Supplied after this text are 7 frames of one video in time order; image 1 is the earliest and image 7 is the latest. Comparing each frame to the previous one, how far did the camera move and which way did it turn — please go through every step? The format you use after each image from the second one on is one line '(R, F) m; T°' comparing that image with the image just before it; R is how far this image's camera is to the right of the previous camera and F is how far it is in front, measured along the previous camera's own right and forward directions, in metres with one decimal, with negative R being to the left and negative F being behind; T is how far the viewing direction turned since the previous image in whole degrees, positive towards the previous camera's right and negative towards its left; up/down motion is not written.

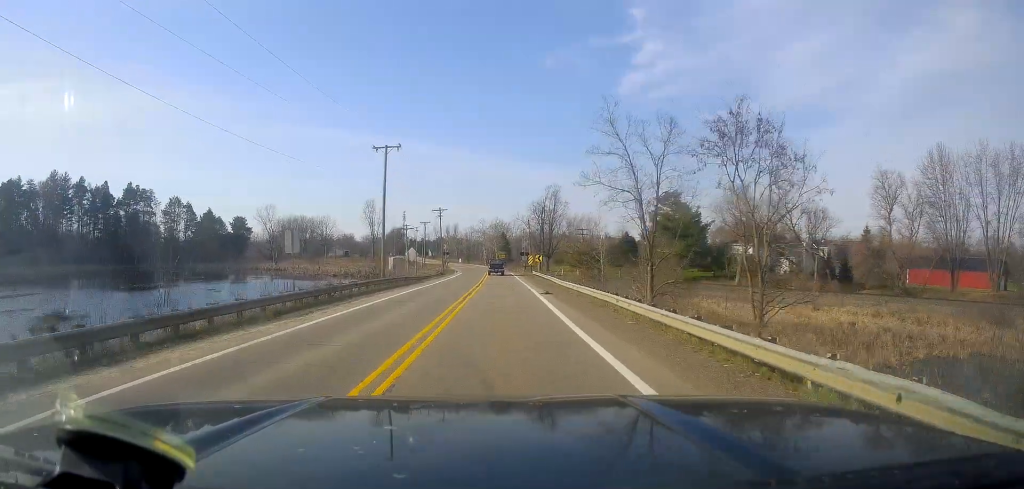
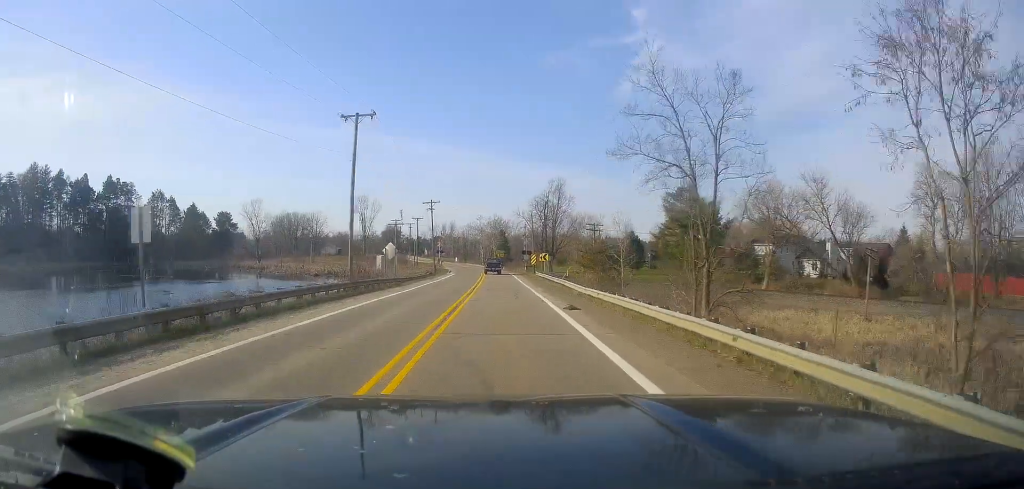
(0.0, +10.2) m; -1°
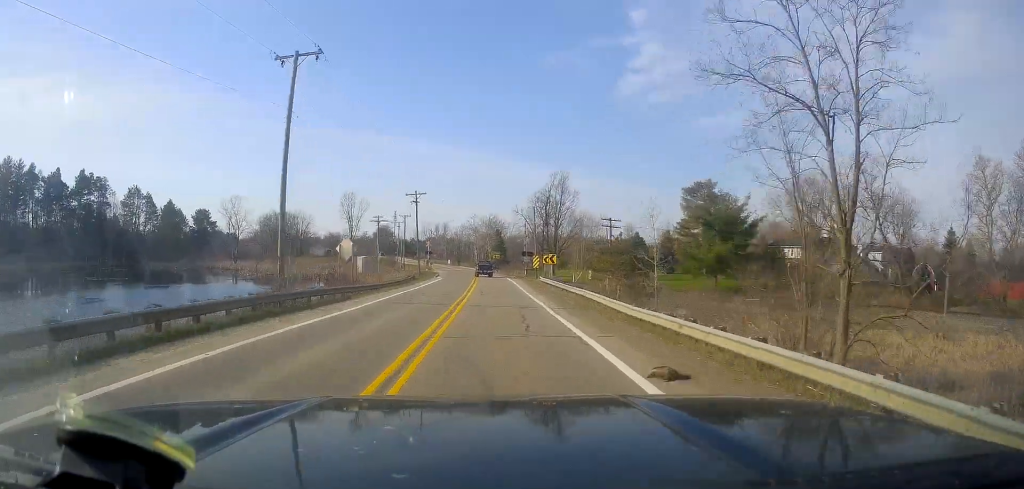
(-0.6, +11.7) m; 0°
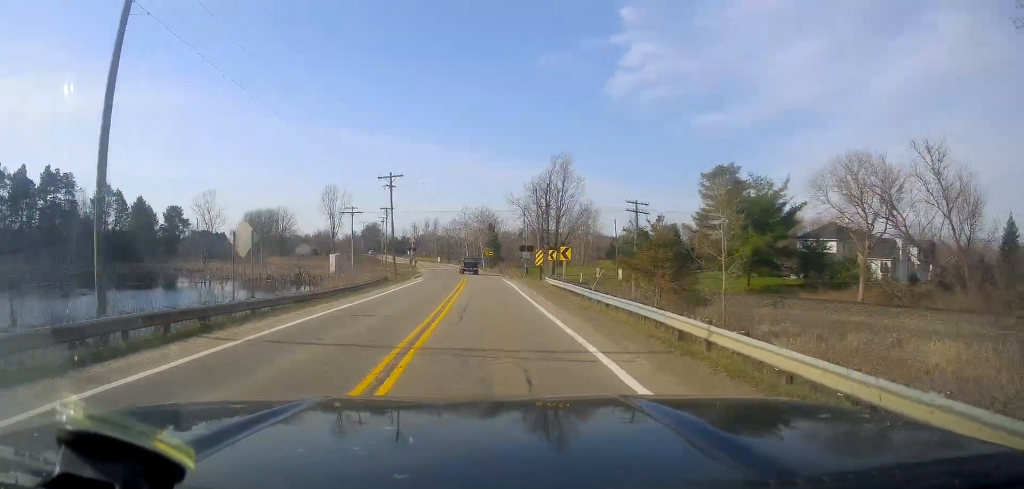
(-0.2, +12.6) m; 0°
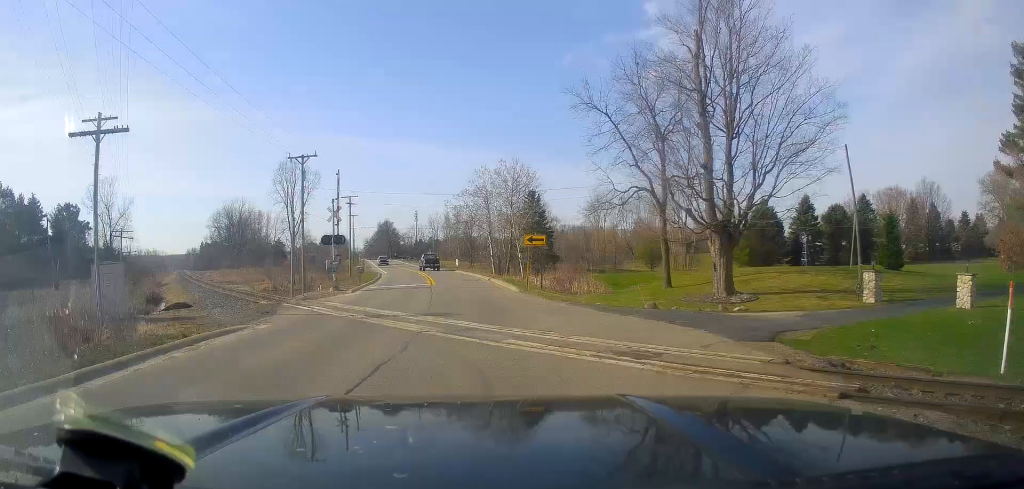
(+0.9, +56.8) m; -2°
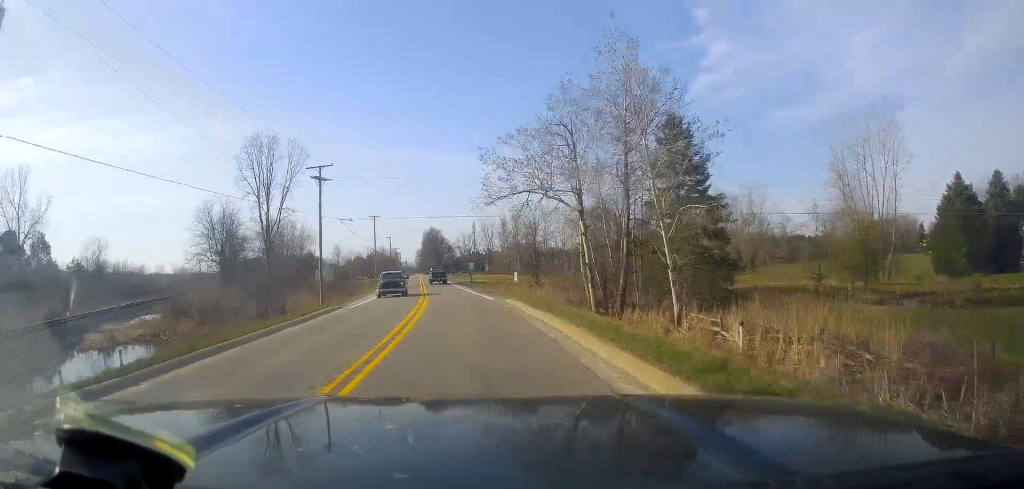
(-1.5, +37.1) m; -6°
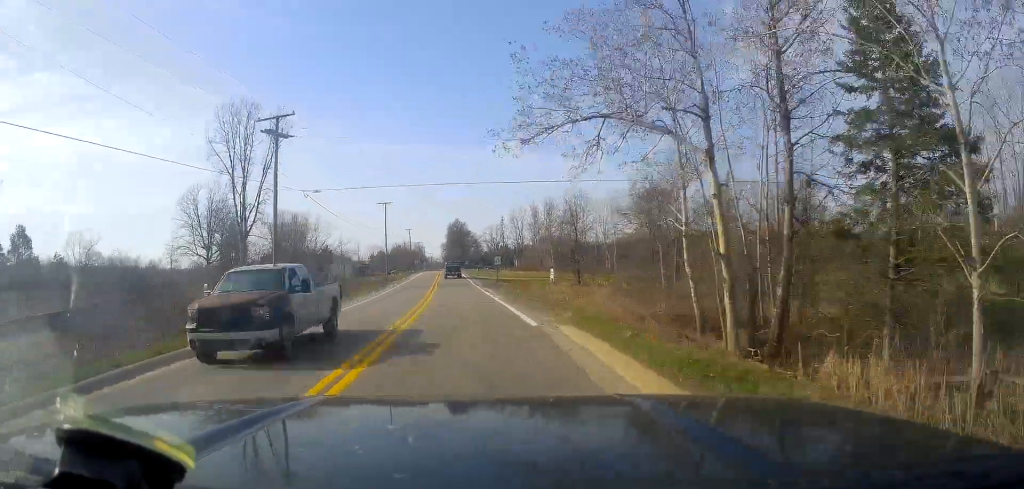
(-0.3, +15.4) m; -4°
